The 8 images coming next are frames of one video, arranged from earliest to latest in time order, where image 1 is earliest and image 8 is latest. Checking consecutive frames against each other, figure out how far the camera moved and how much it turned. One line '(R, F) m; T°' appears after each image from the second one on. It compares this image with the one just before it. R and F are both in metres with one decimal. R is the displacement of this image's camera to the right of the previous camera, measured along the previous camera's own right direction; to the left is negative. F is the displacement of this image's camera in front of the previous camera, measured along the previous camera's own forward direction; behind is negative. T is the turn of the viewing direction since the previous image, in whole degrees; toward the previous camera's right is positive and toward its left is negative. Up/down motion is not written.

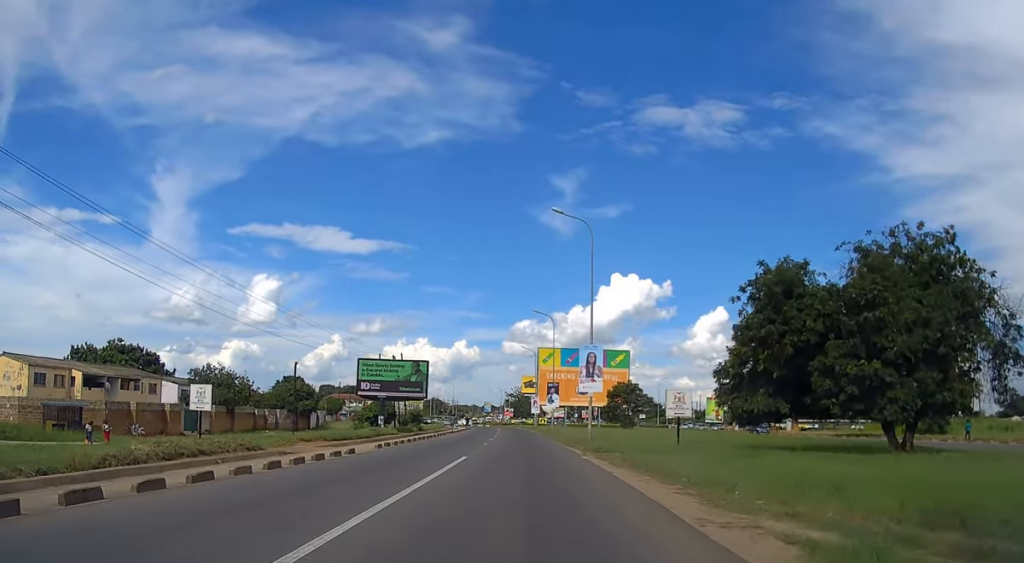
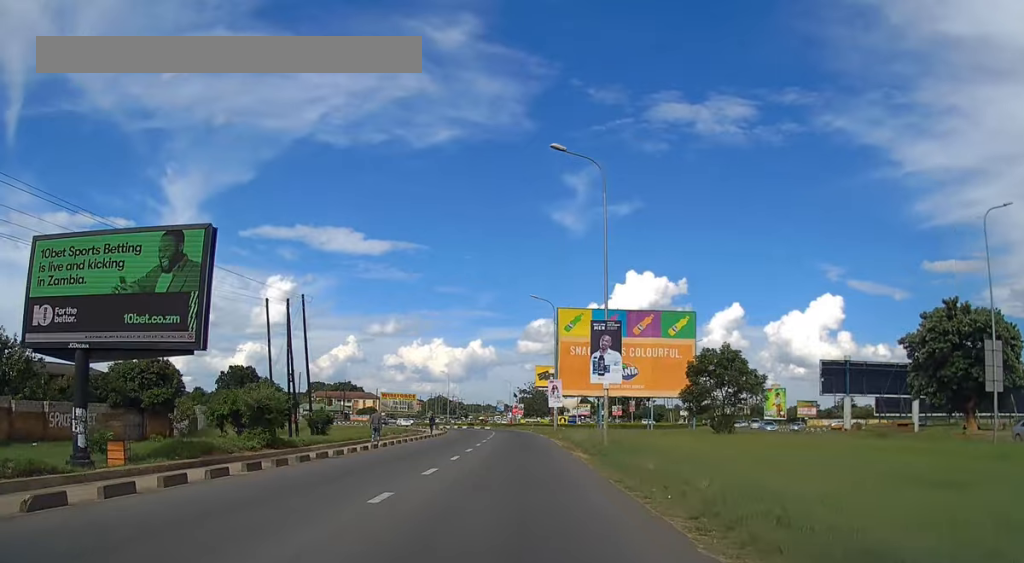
(-0.7, +43.4) m; -2°
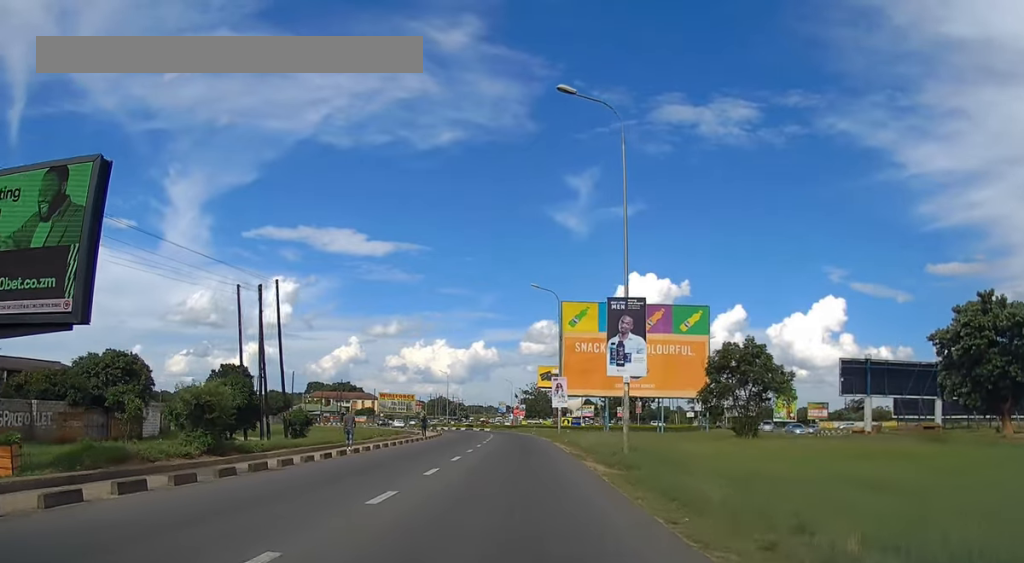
(0.0, +5.6) m; 0°
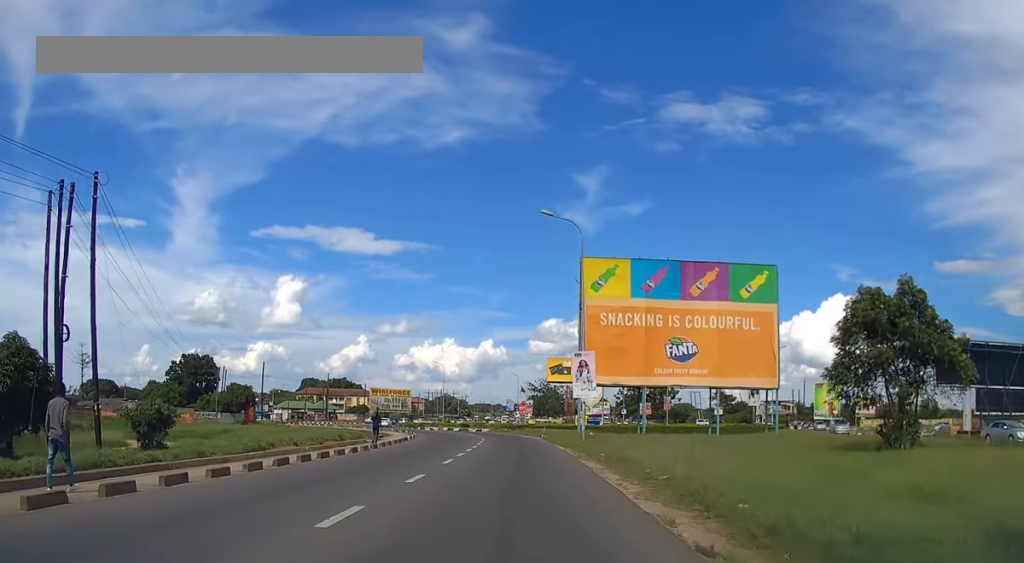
(-0.2, +20.6) m; -1°
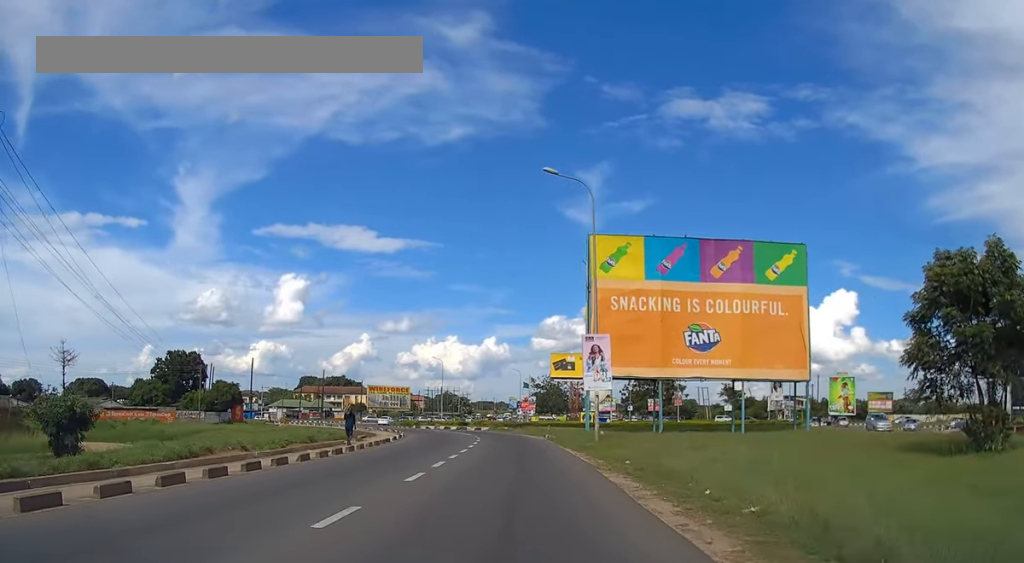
(0.0, +6.3) m; 0°
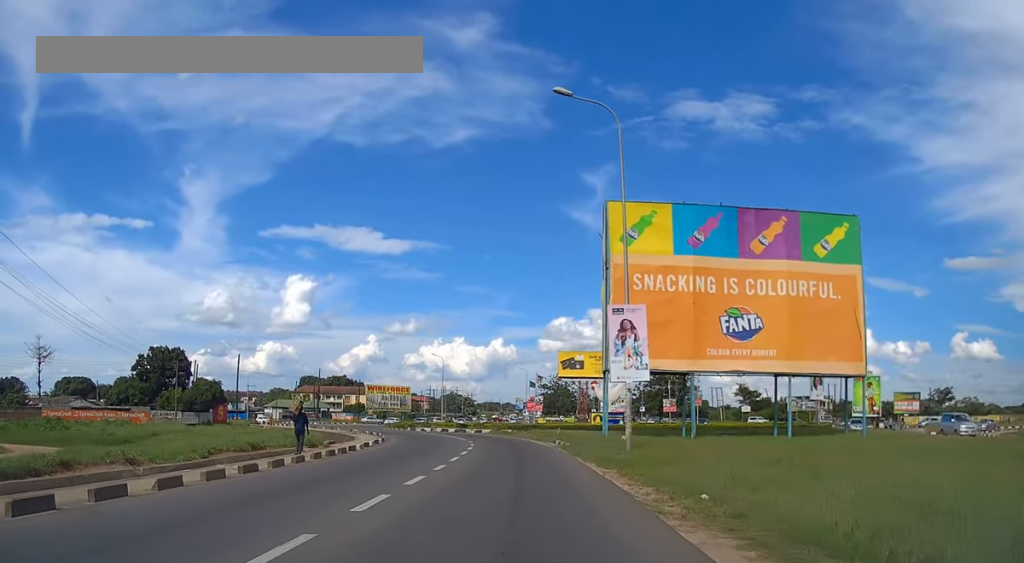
(0.0, +8.6) m; 0°
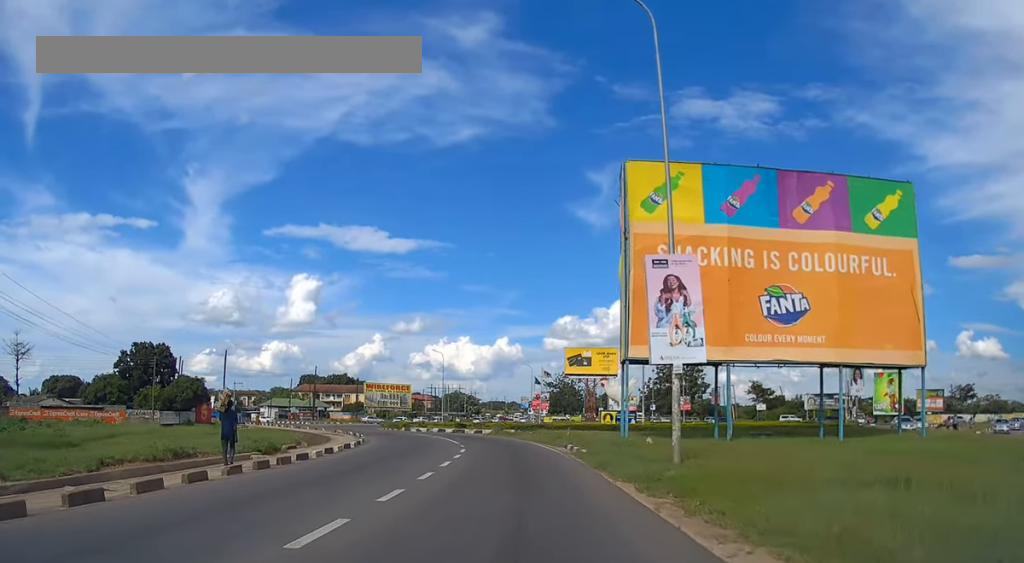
(0.0, +7.2) m; 0°
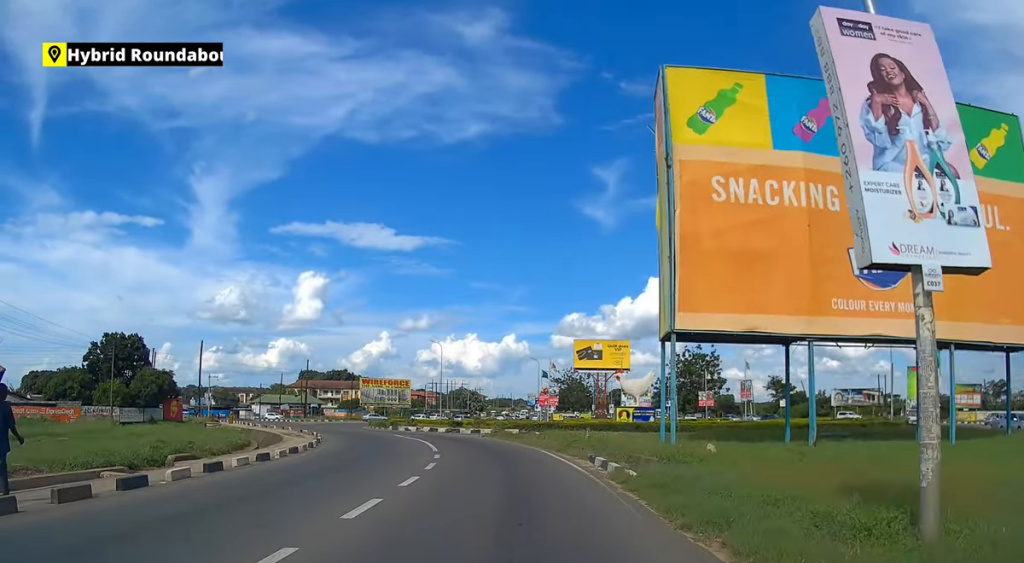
(-0.1, +11.0) m; 0°
